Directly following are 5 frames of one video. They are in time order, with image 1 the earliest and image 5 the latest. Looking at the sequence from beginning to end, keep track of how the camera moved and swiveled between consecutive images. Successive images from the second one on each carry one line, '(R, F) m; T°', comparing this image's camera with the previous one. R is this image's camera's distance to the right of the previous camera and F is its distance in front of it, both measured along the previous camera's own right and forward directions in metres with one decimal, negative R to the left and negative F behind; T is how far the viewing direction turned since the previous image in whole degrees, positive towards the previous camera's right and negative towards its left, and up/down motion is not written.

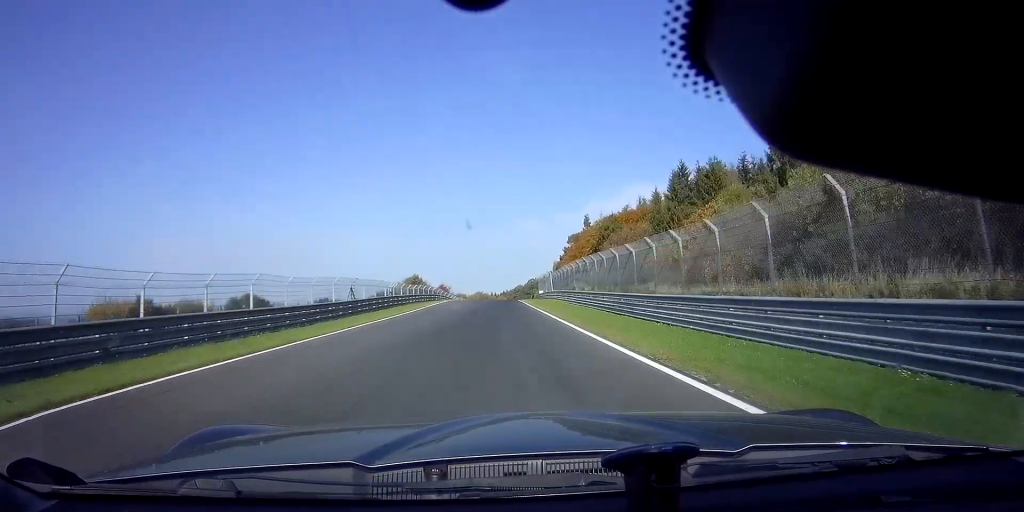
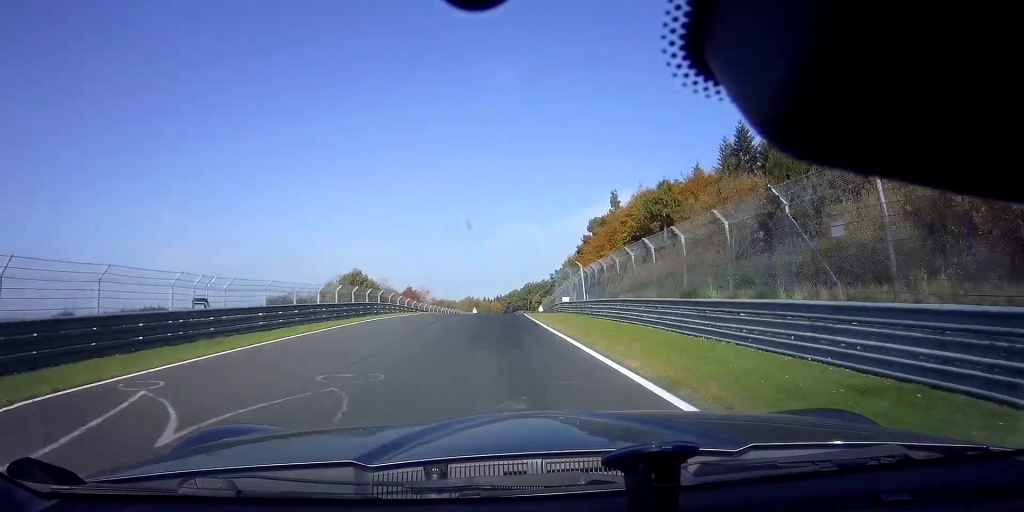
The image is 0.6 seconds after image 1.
(-0.1, +33.4) m; 0°
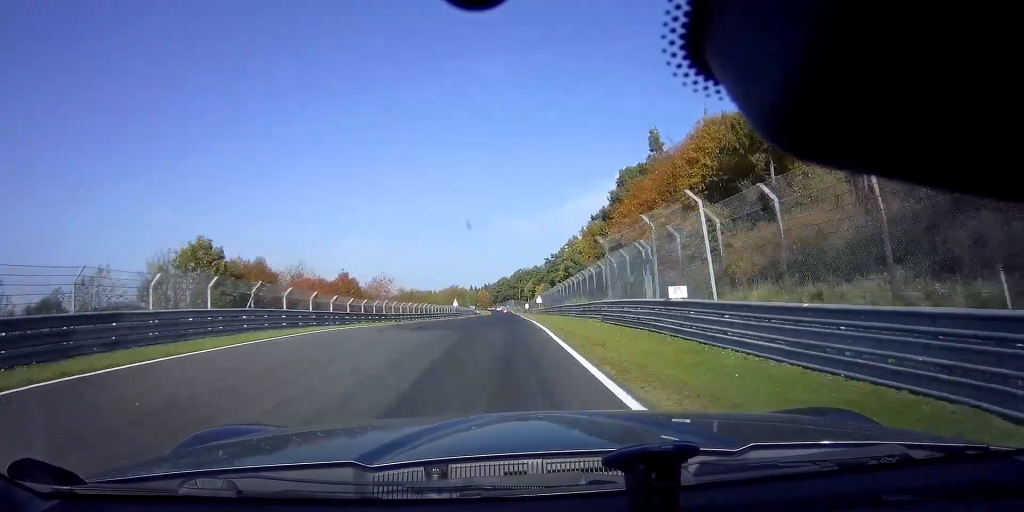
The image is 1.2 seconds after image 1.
(+0.3, +28.1) m; +1°
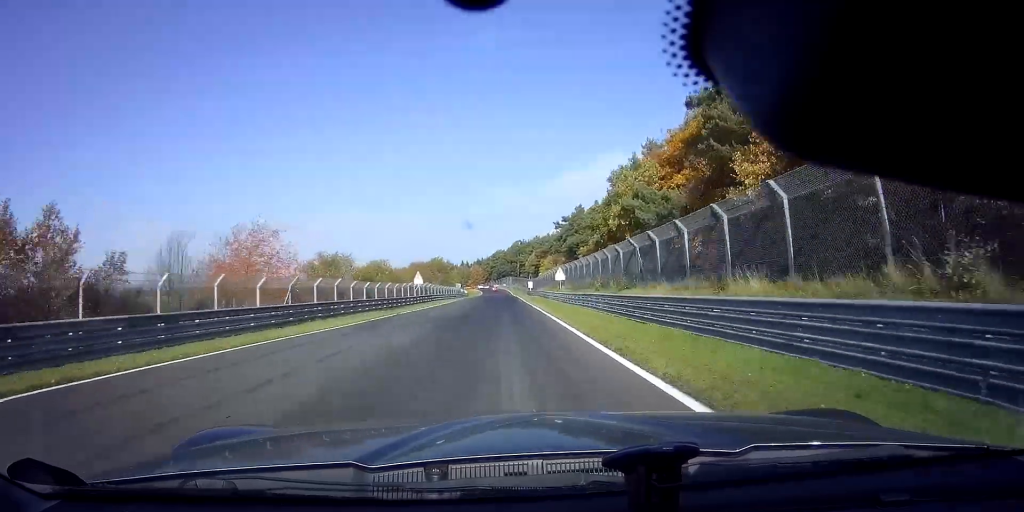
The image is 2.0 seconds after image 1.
(+0.3, +43.0) m; +1°
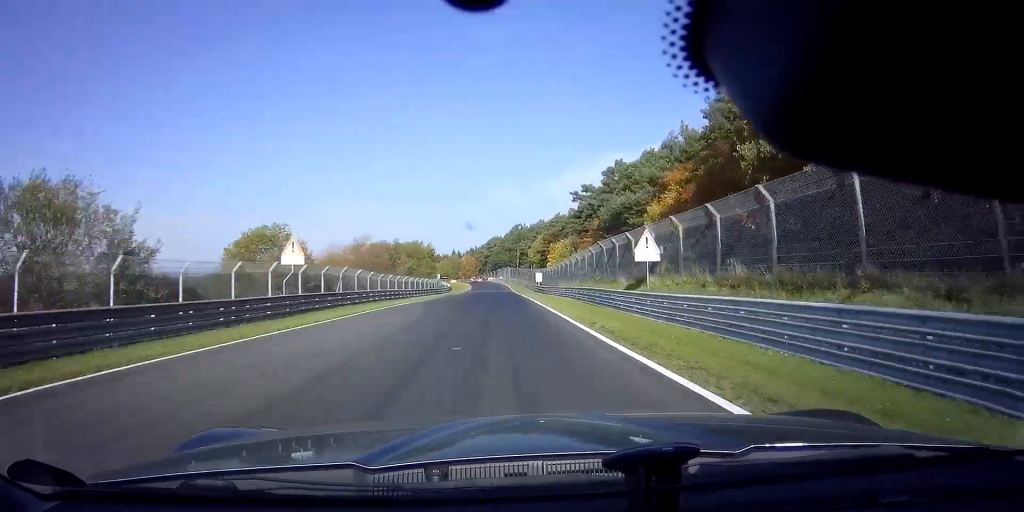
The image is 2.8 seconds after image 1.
(+0.1, +37.8) m; 0°
